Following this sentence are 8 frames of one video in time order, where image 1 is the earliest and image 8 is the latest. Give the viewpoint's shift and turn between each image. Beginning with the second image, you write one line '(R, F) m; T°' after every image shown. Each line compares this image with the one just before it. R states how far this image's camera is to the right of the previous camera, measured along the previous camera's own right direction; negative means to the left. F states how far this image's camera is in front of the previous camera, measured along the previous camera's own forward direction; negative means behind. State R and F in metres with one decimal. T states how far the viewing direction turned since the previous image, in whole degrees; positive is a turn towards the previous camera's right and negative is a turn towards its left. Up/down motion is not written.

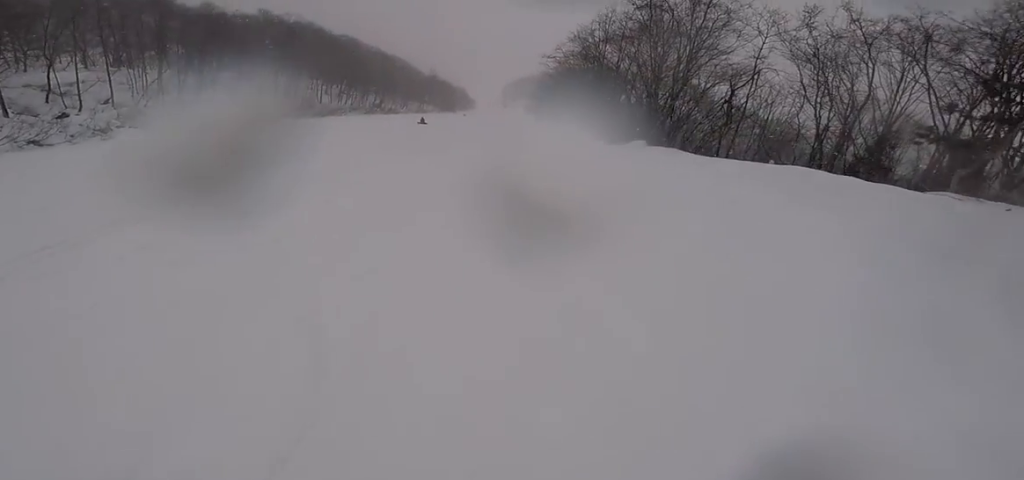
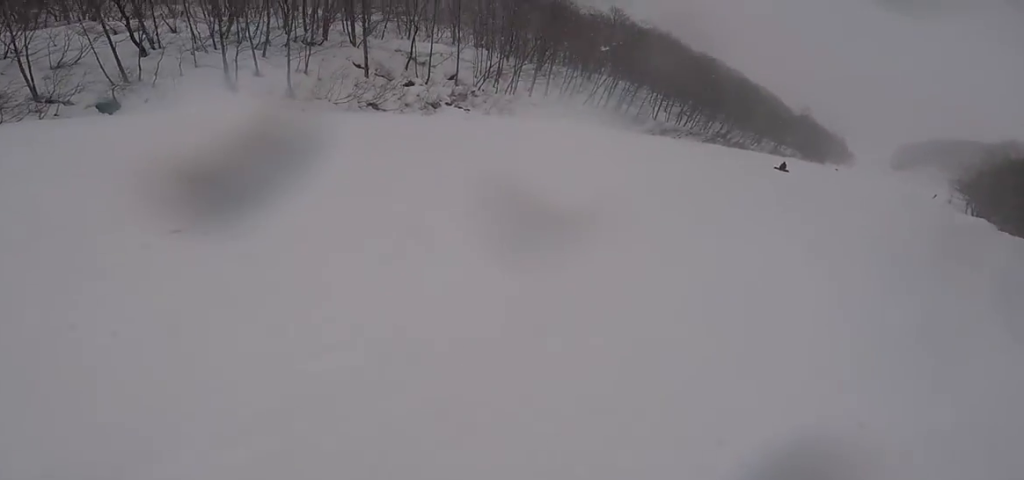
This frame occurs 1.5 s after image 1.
(-4.0, +7.6) m; -38°
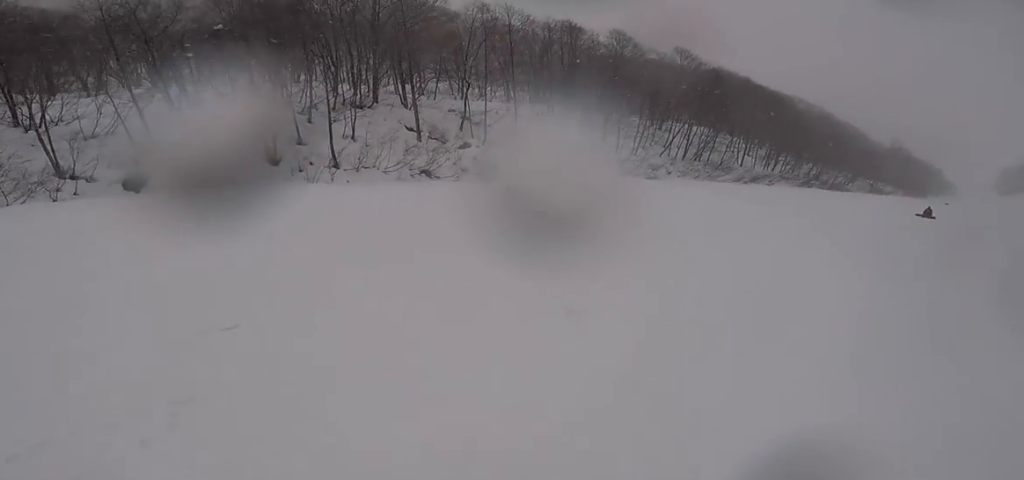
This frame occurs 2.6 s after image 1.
(0.0, +6.7) m; +5°
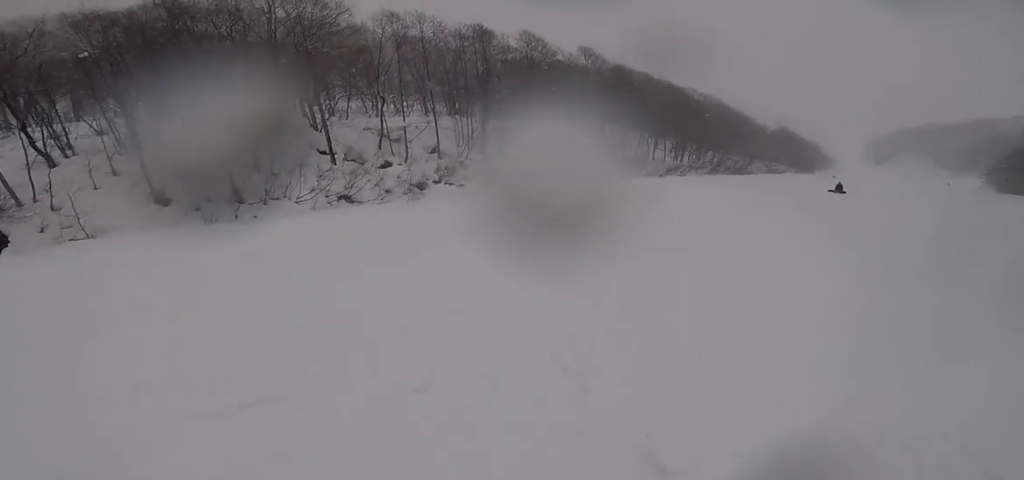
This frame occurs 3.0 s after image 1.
(0.0, +2.5) m; +7°
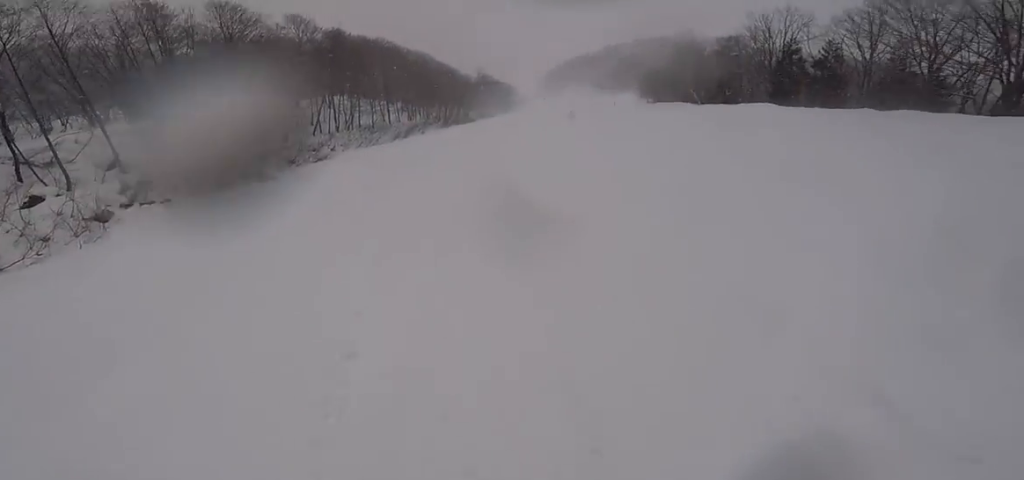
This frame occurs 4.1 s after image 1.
(+1.1, +6.5) m; +32°
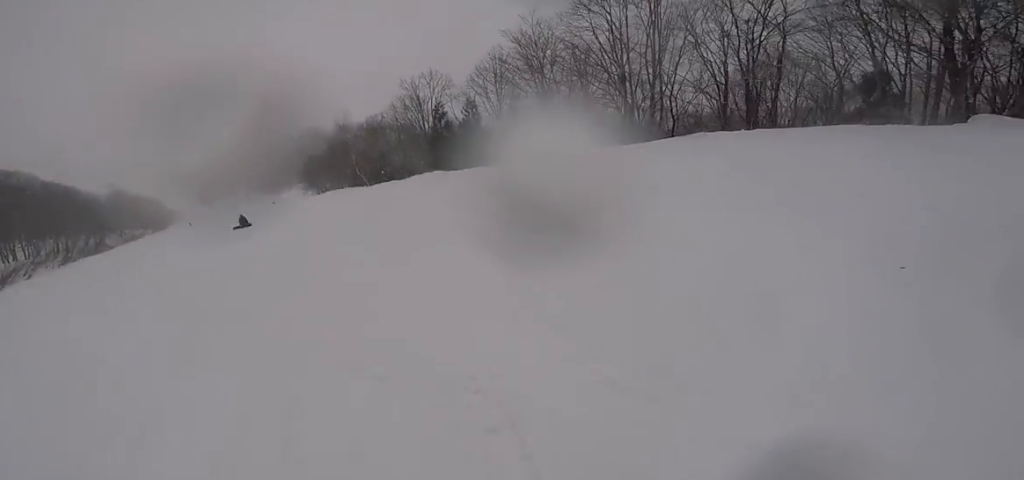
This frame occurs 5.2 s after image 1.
(+2.5, +5.9) m; +33°
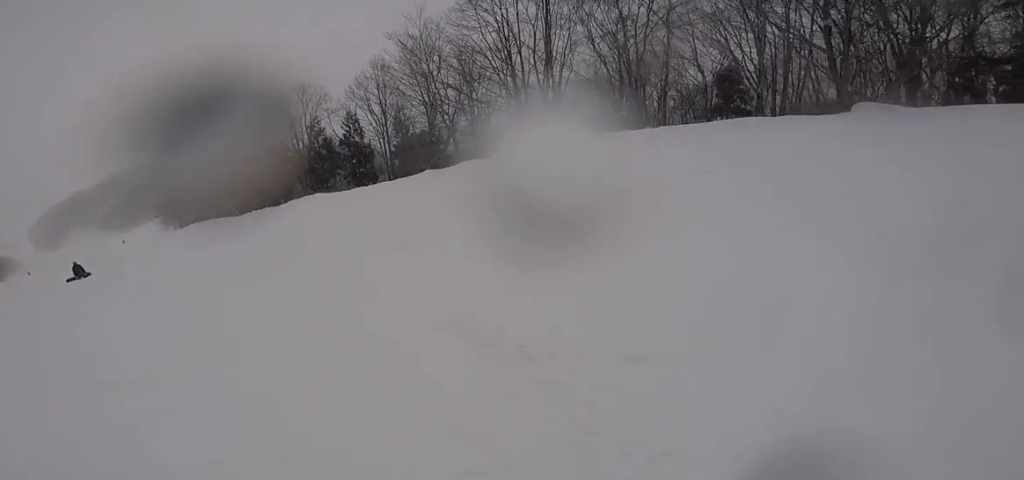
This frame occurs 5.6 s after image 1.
(+0.4, +3.0) m; +9°
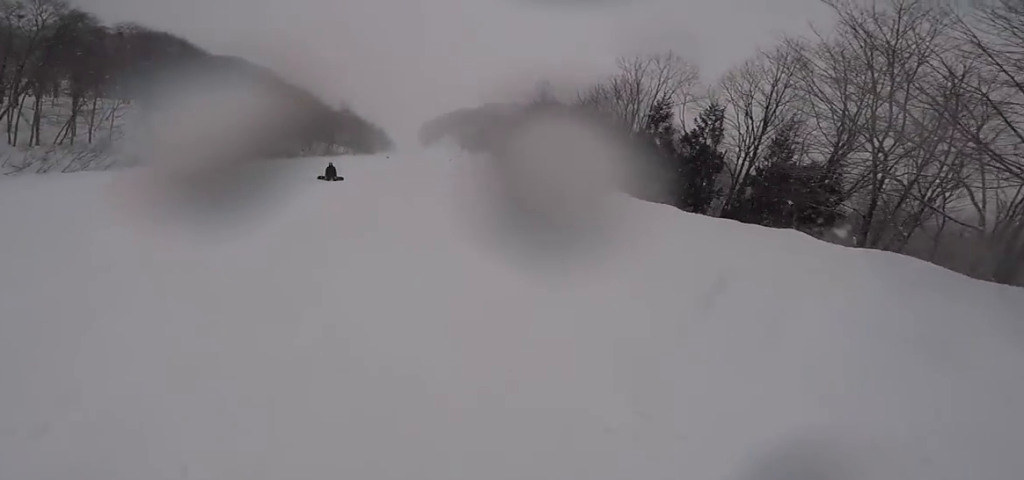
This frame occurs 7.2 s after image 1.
(+0.8, +9.4) m; -16°
